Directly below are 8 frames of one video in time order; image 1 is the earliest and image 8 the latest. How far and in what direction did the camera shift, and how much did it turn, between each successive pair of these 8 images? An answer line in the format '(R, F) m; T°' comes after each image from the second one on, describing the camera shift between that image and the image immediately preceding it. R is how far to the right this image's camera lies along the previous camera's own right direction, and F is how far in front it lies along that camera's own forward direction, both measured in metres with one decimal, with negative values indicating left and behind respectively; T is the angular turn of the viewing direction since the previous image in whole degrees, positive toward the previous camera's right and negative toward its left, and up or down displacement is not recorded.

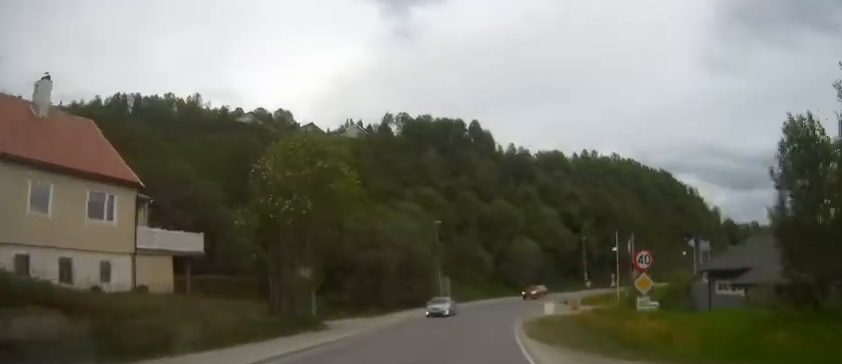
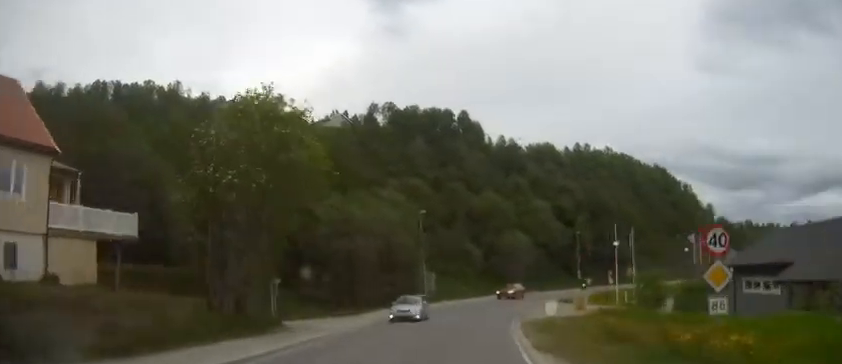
(+0.1, +5.7) m; +1°
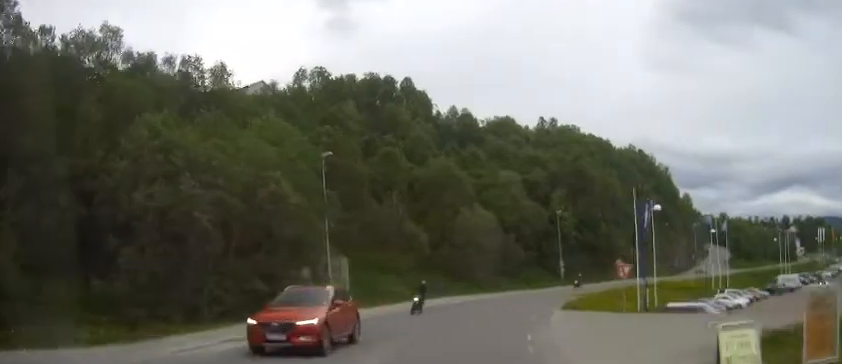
(+1.1, +26.3) m; +5°
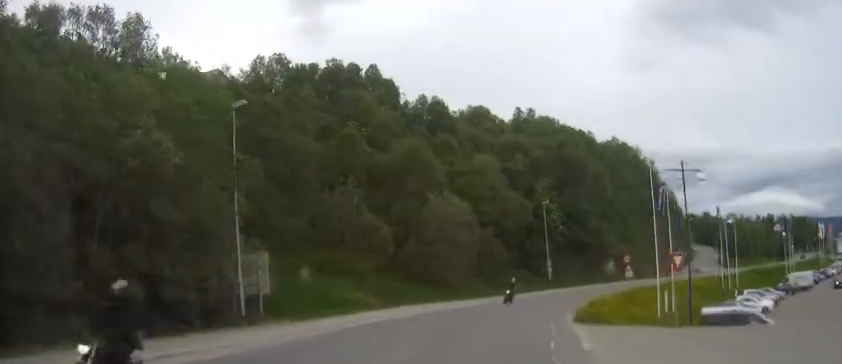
(+0.2, +10.7) m; +3°
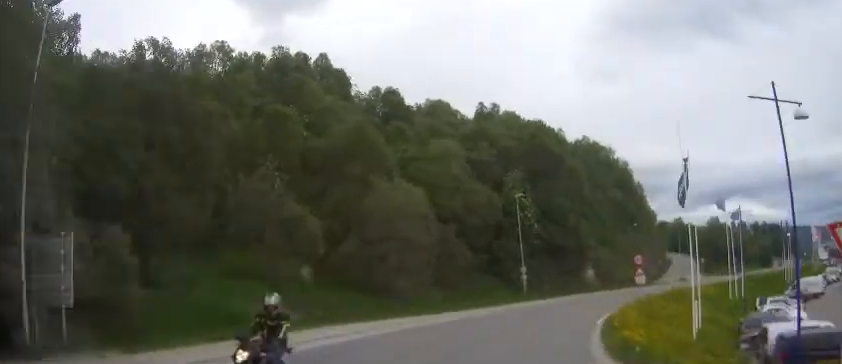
(+0.5, +12.2) m; +4°
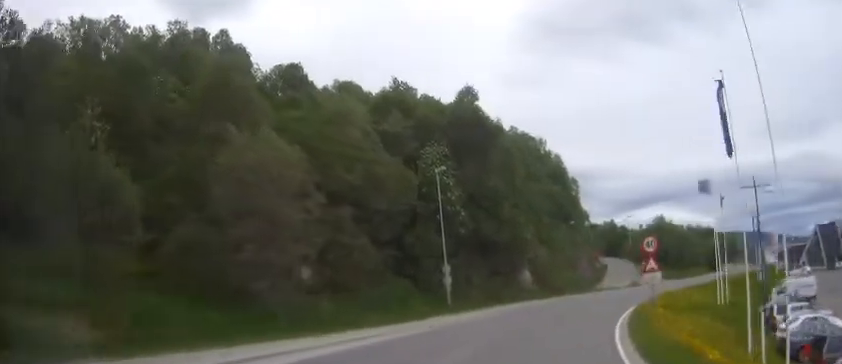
(+0.4, +14.4) m; +6°
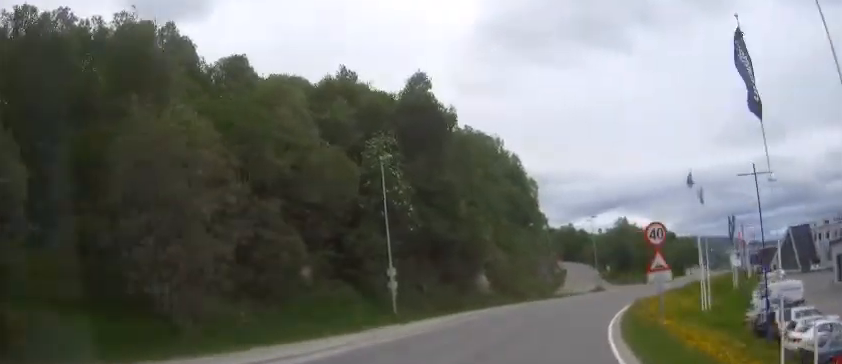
(+0.2, +5.3) m; +4°
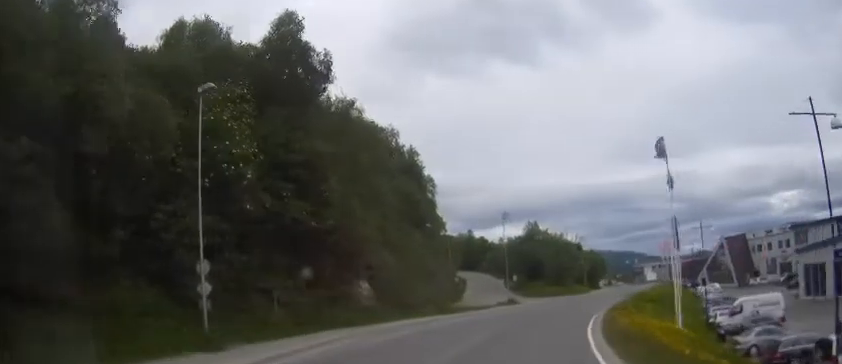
(+1.7, +13.6) m; +11°
